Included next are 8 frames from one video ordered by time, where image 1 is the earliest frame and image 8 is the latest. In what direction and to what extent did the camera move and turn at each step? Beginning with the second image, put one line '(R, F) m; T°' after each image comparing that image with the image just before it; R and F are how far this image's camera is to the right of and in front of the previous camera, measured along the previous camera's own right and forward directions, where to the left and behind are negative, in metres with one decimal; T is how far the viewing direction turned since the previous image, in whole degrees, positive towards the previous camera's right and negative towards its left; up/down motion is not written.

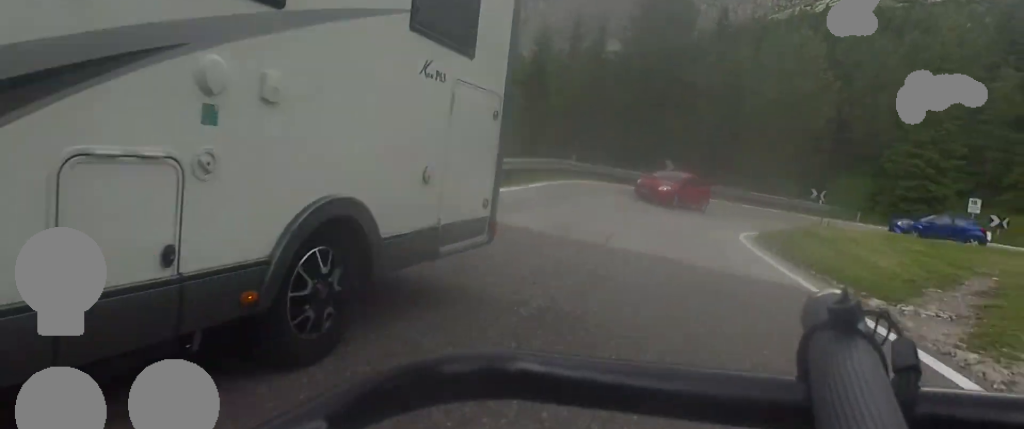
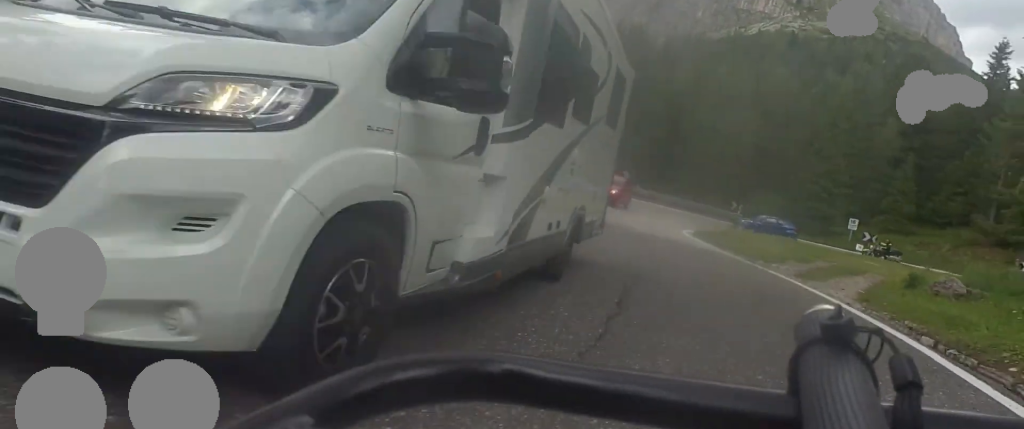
(-0.1, +8.4) m; +2°
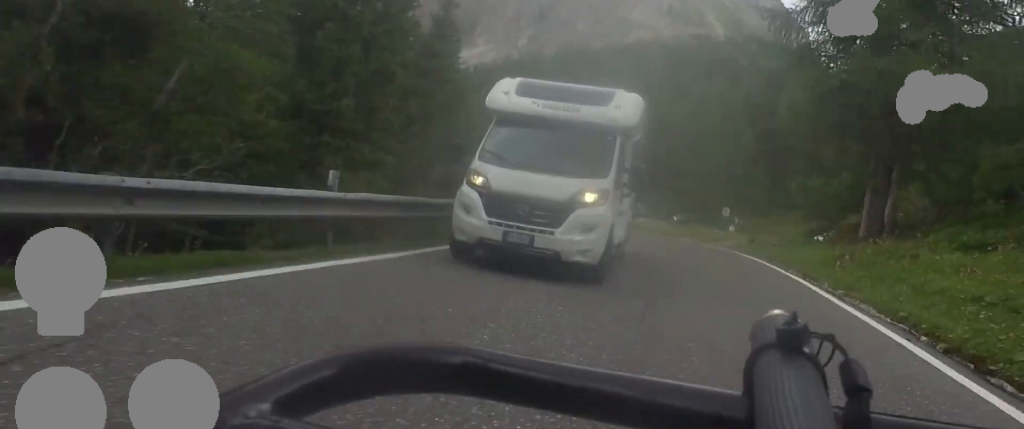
(+0.2, +12.3) m; +6°
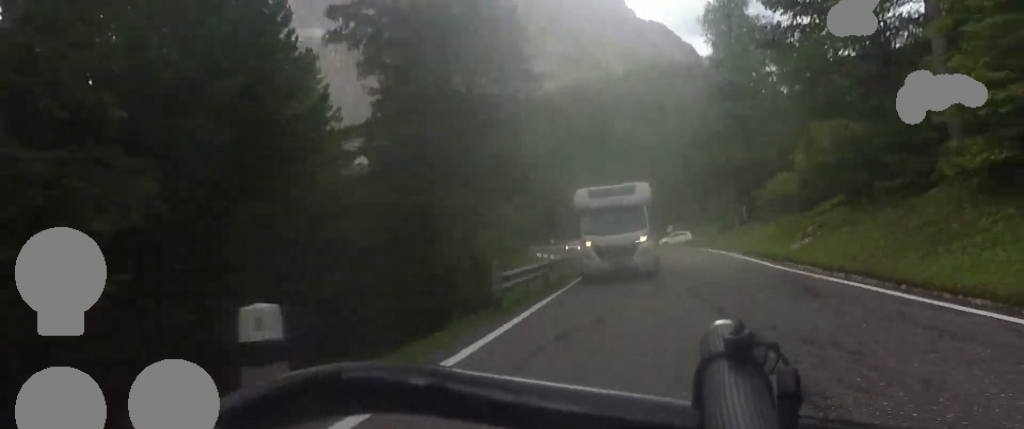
(+1.9, +20.3) m; +3°
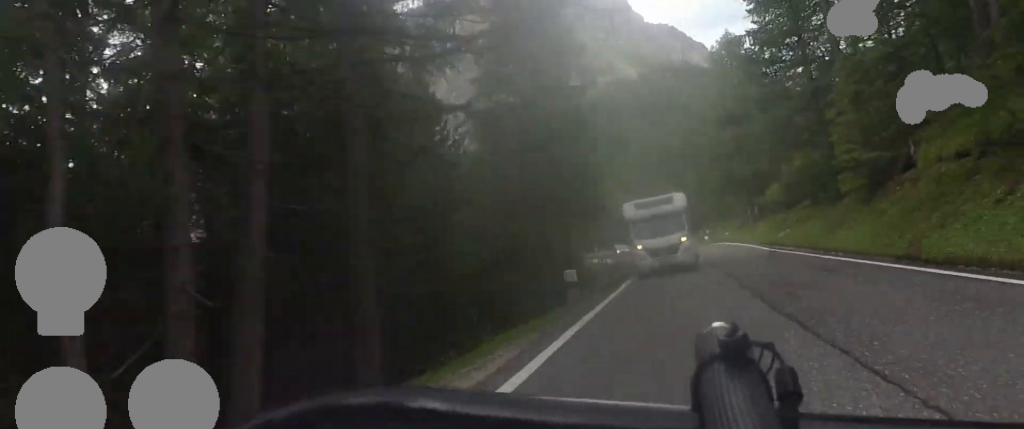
(-0.1, +11.0) m; -4°
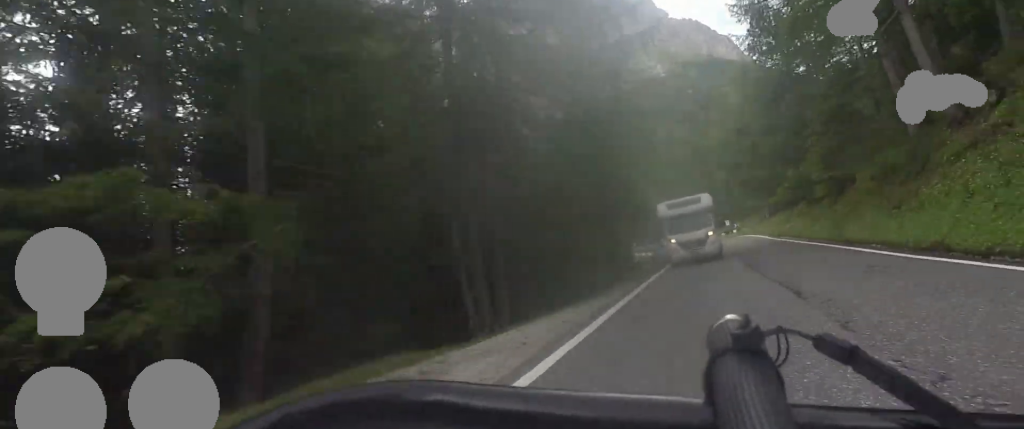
(-0.8, +11.2) m; -4°
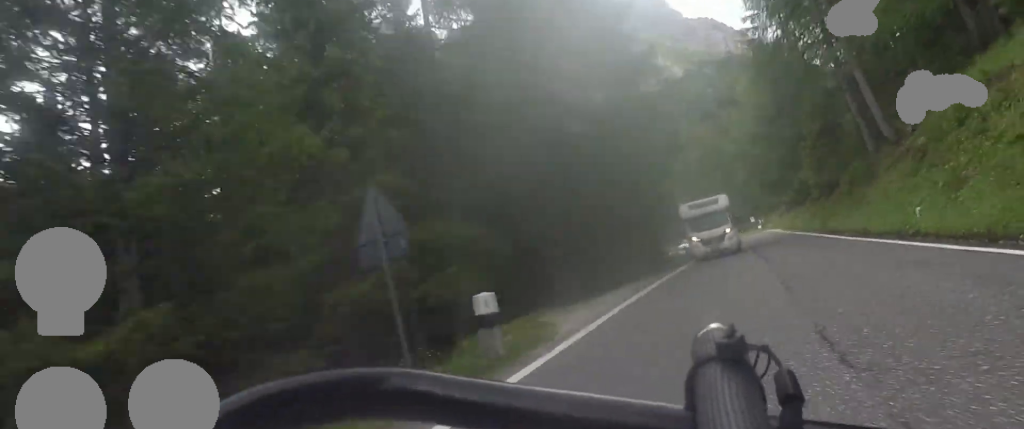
(-0.1, +8.6) m; 0°
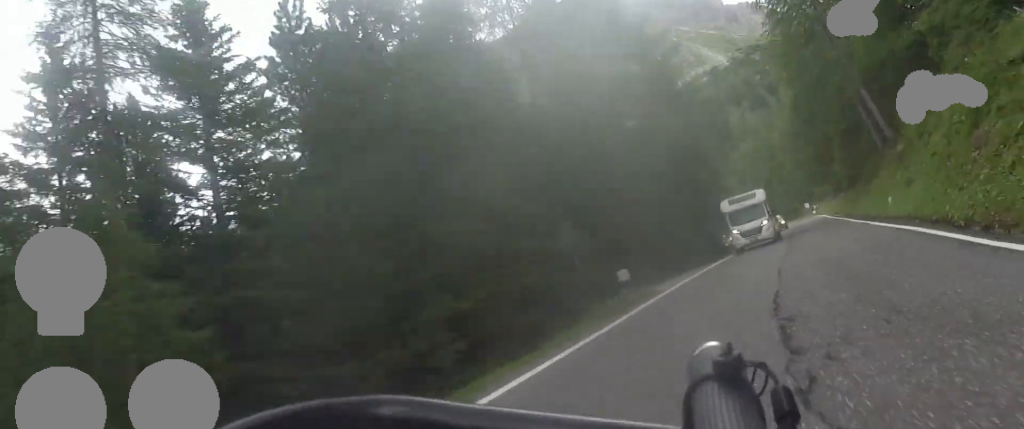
(0.0, +8.7) m; 0°
